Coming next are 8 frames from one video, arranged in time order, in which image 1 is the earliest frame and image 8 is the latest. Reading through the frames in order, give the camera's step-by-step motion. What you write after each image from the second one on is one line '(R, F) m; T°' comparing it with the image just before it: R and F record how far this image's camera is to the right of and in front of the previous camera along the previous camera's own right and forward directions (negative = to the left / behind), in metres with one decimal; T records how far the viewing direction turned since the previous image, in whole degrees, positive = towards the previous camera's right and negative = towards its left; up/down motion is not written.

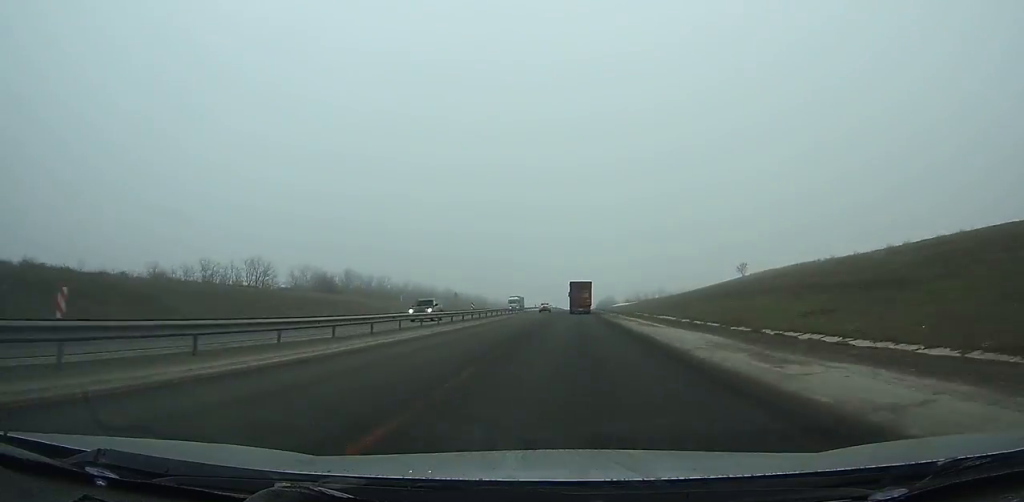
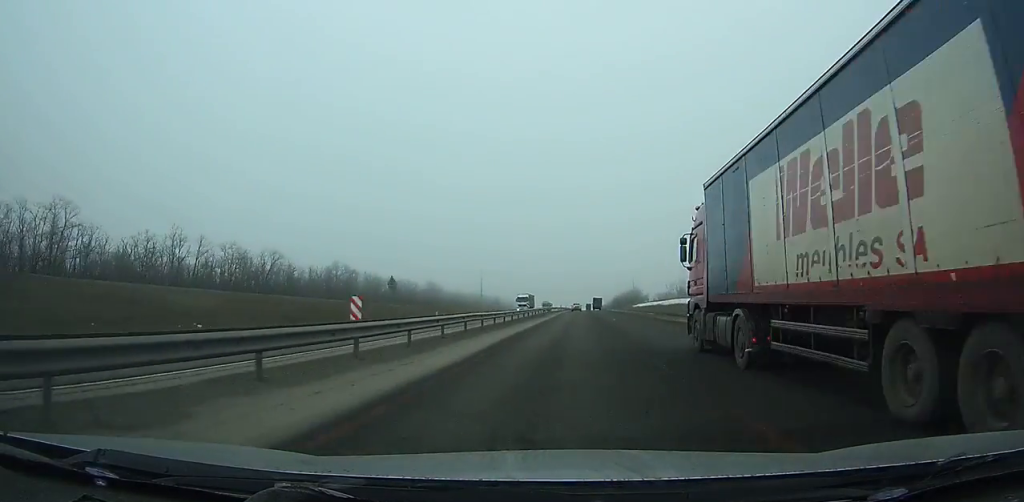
(-0.3, +155.0) m; +1°
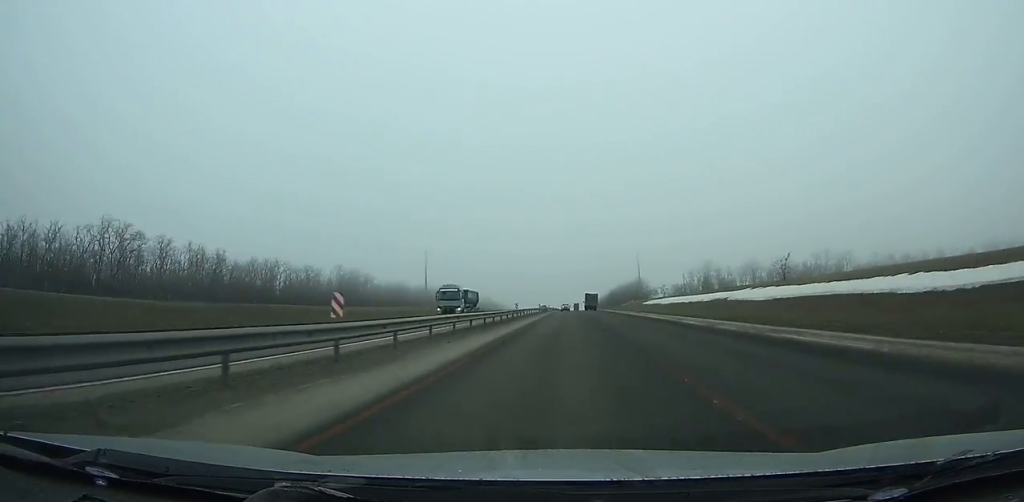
(+0.9, +82.3) m; +1°
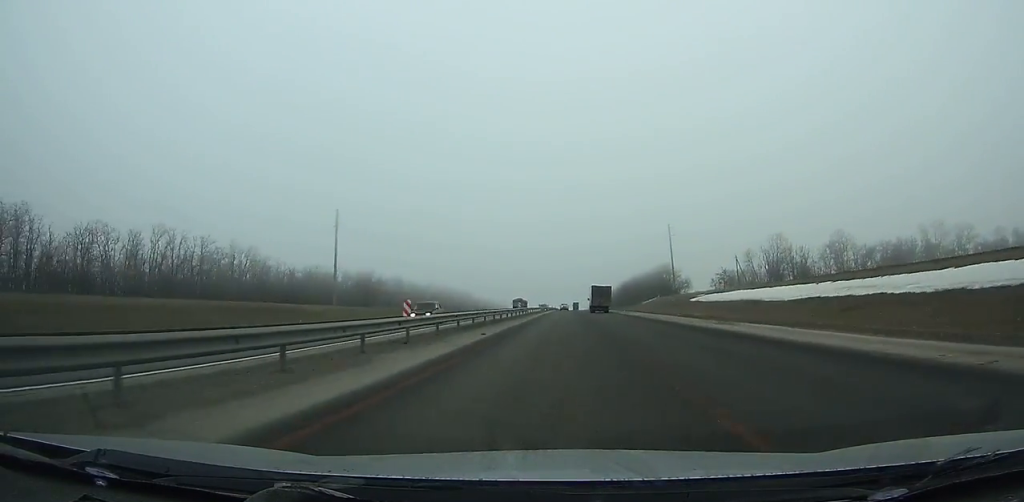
(+0.1, +73.5) m; 0°
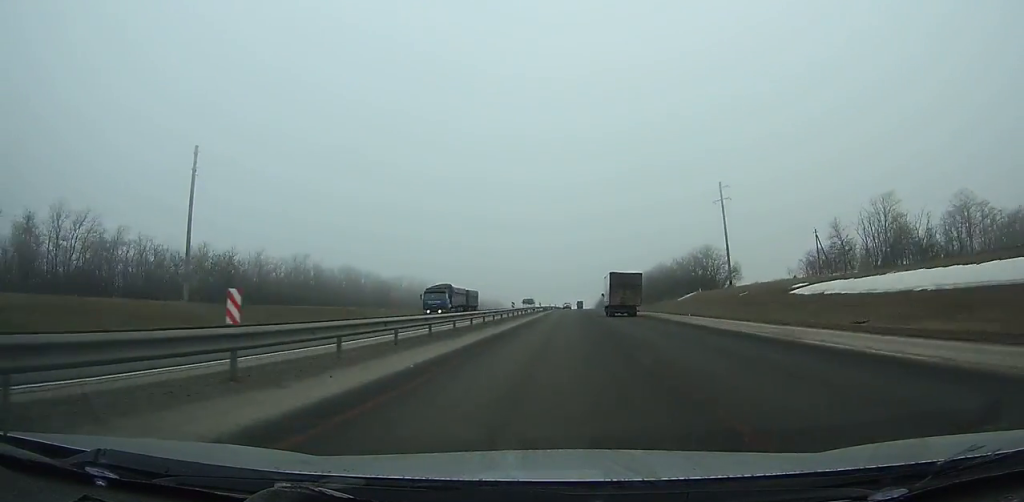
(-0.3, +51.1) m; 0°
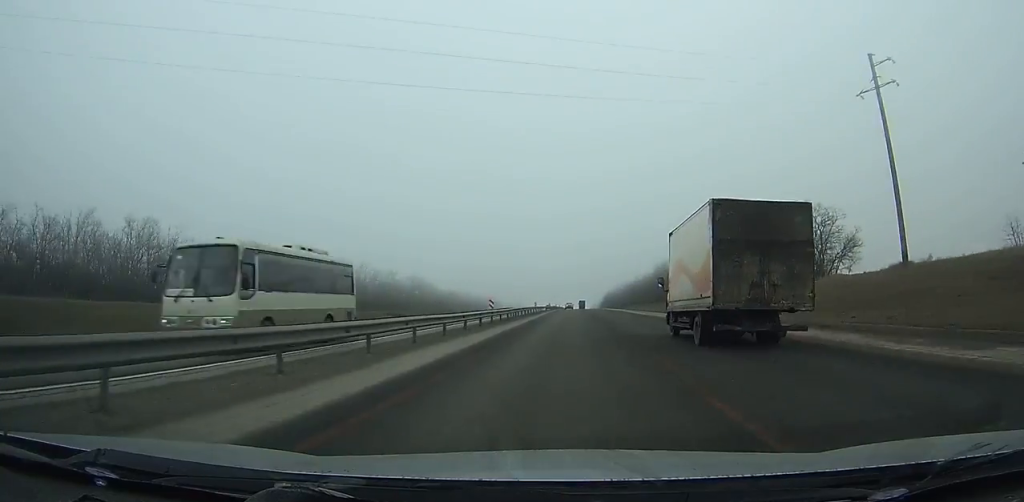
(-0.1, +54.5) m; 0°
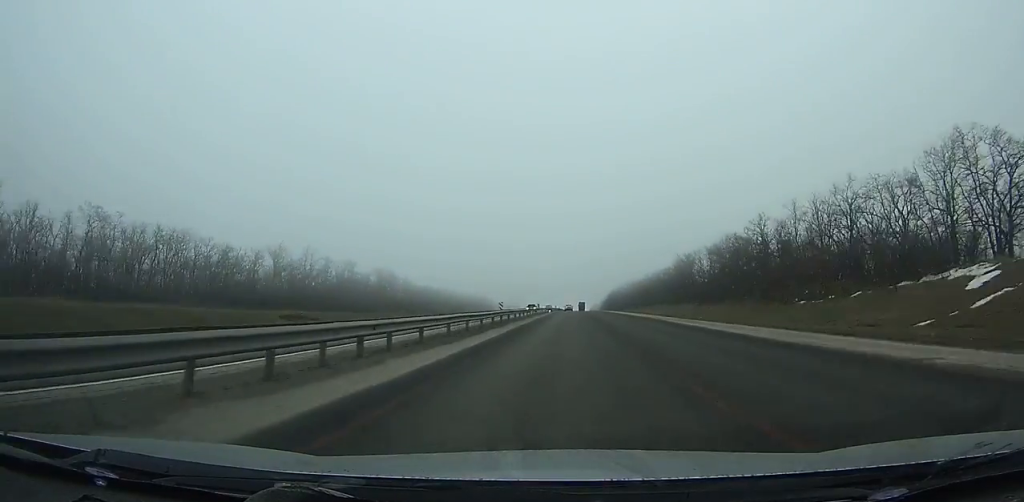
(0.0, +36.0) m; 0°
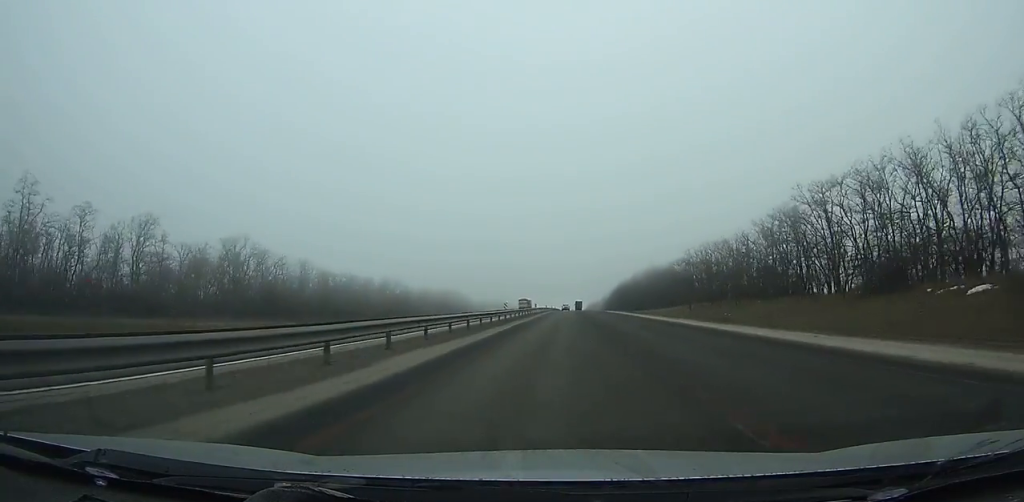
(+0.1, +76.3) m; 0°
